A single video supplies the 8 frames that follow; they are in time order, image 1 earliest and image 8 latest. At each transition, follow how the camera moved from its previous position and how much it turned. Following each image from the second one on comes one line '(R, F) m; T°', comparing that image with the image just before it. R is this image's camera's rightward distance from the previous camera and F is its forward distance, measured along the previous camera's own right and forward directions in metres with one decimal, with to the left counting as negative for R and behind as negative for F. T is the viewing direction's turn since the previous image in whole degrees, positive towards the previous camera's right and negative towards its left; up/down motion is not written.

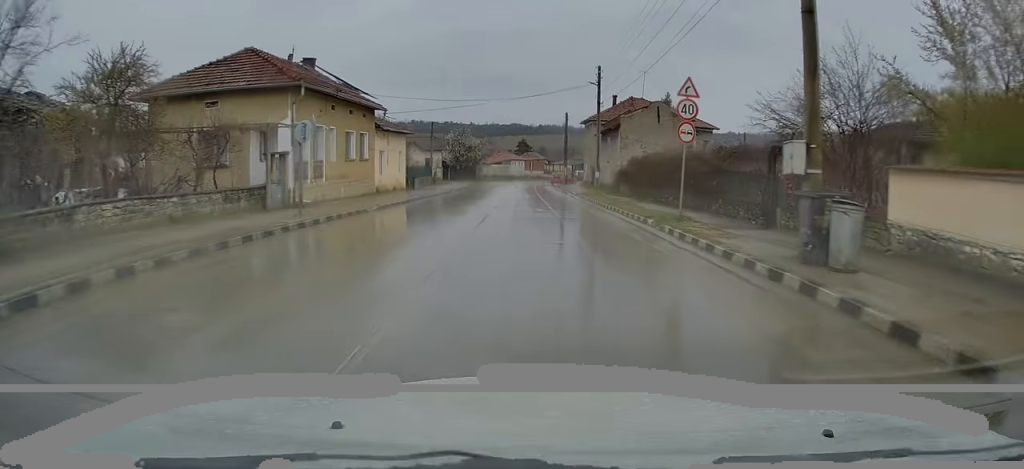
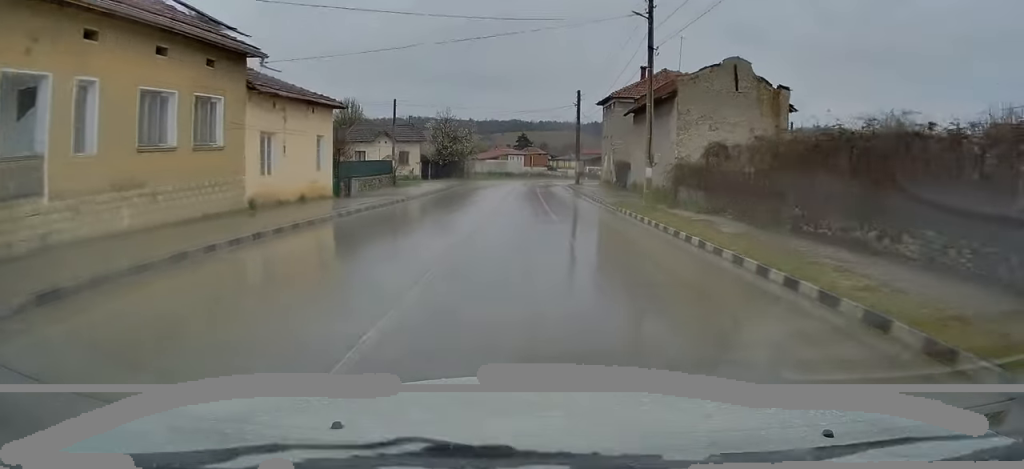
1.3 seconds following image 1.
(0.0, +16.7) m; 0°
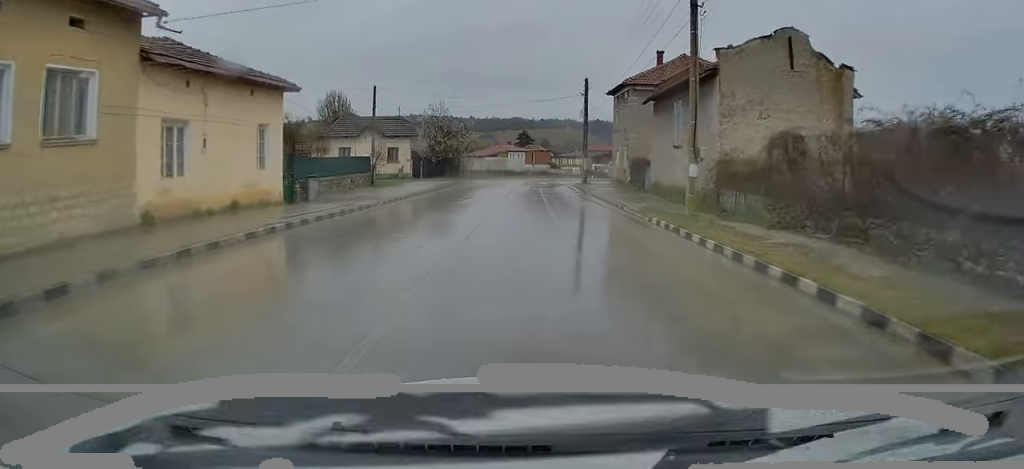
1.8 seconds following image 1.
(0.0, +6.0) m; 0°
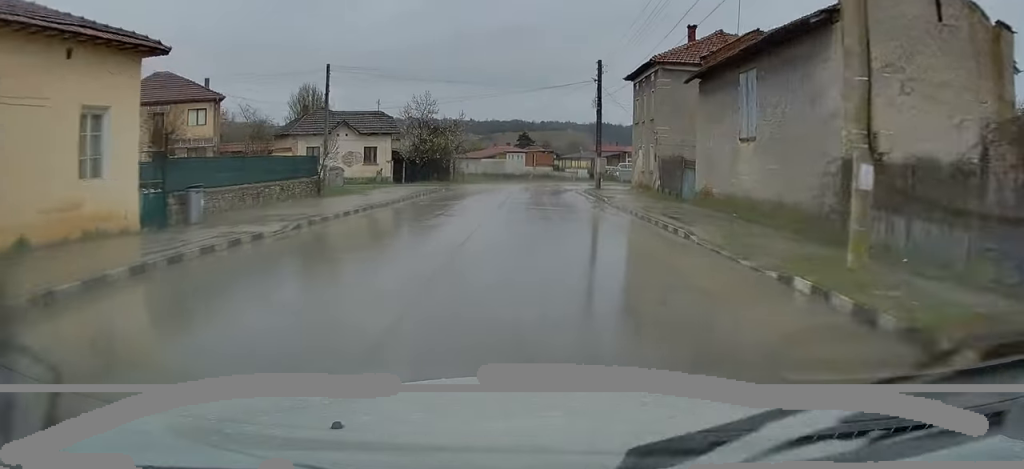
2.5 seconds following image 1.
(0.0, +8.9) m; 0°
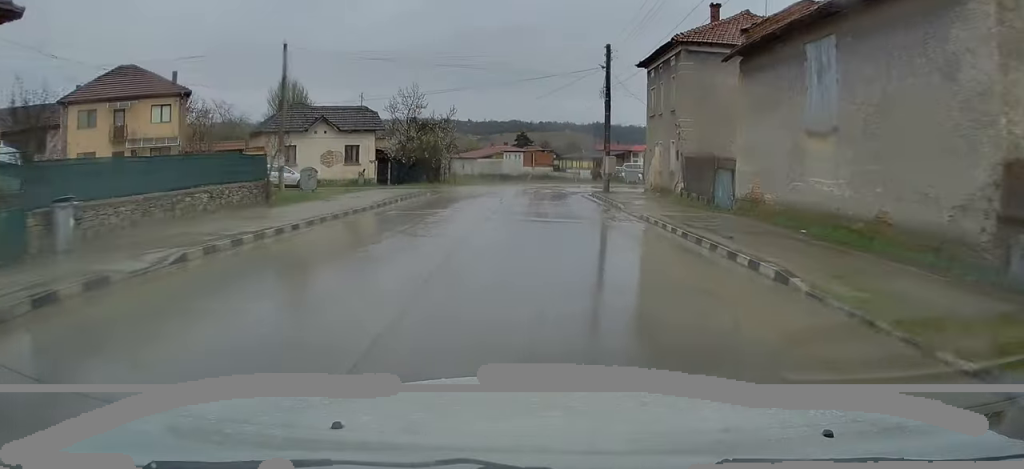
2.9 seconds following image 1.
(0.0, +5.0) m; 0°
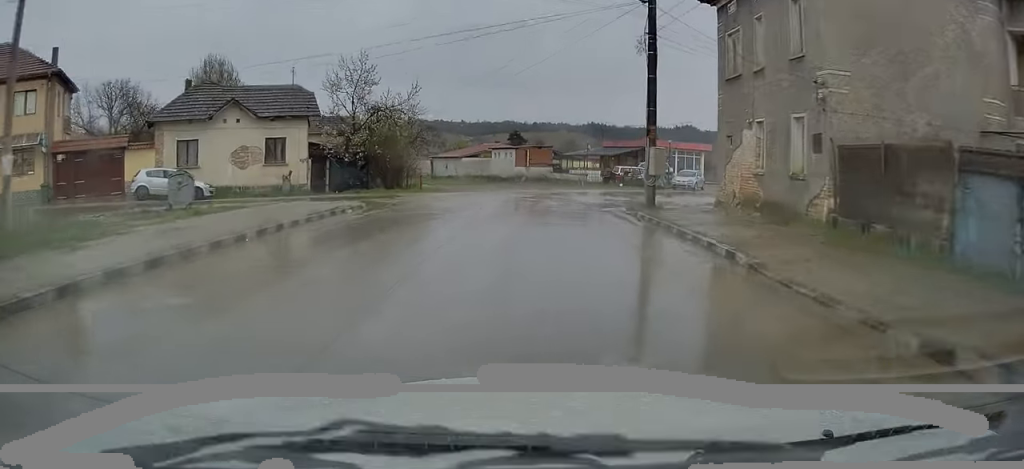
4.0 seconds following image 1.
(0.0, +13.4) m; +1°
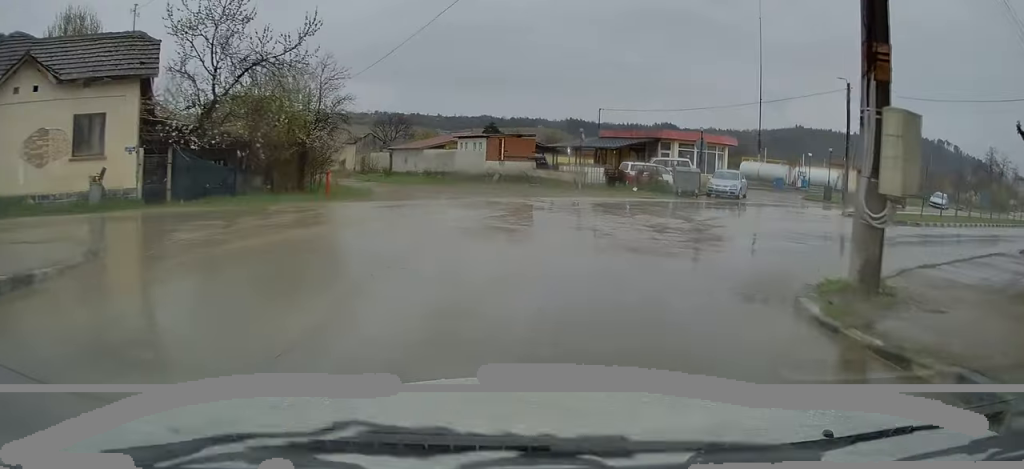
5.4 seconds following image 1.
(+0.6, +14.1) m; +8°
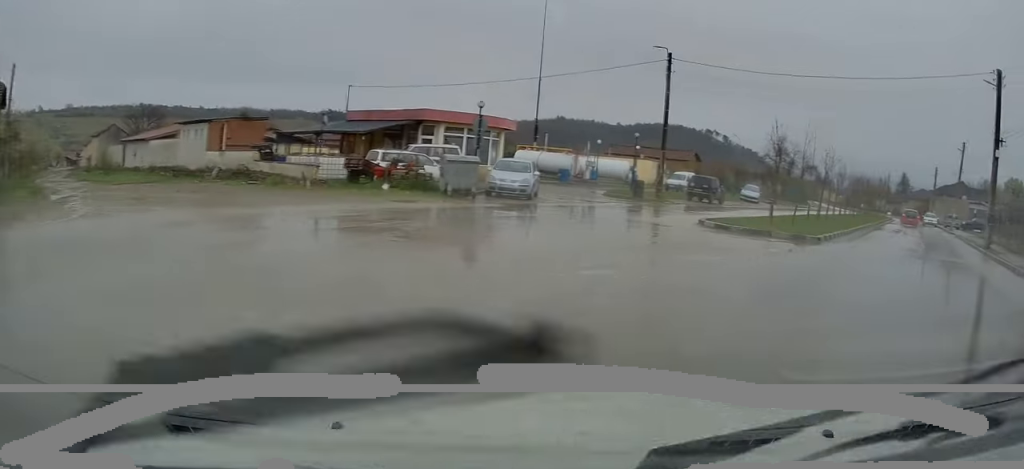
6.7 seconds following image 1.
(+1.0, +9.8) m; +23°
